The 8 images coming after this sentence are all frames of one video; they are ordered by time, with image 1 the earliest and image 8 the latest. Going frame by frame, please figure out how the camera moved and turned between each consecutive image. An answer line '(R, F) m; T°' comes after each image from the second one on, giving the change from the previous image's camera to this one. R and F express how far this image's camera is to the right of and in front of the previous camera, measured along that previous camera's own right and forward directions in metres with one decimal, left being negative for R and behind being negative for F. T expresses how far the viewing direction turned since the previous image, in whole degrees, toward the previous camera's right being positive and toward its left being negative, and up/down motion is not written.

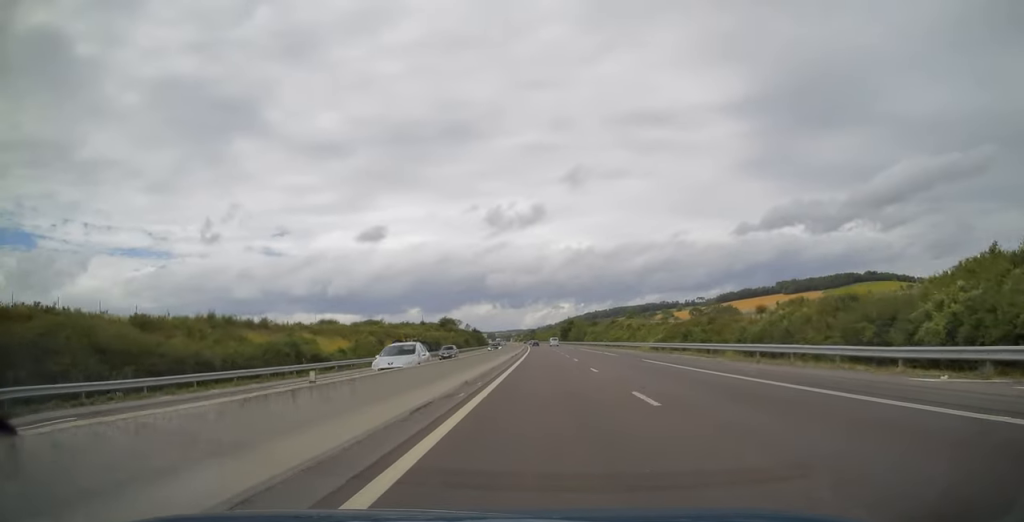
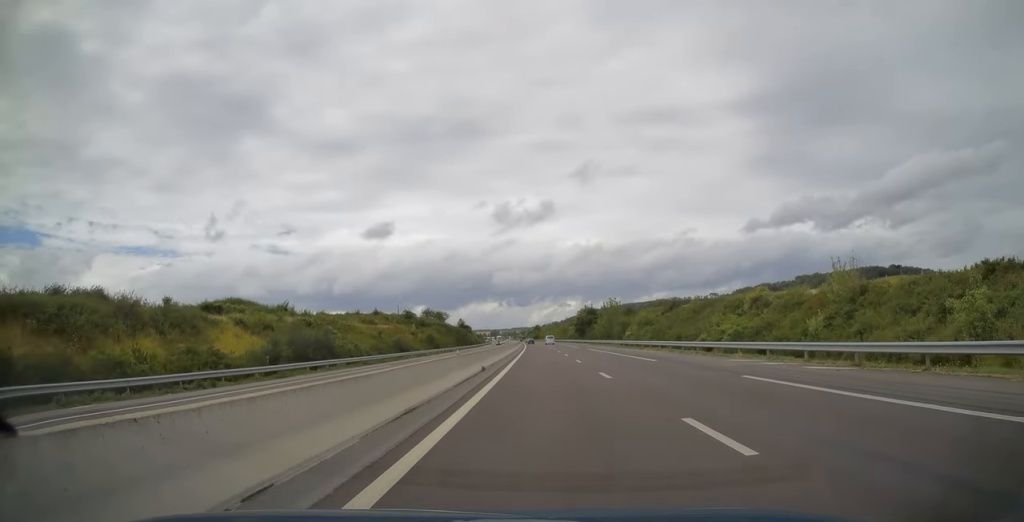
(-0.5, +69.1) m; -1°
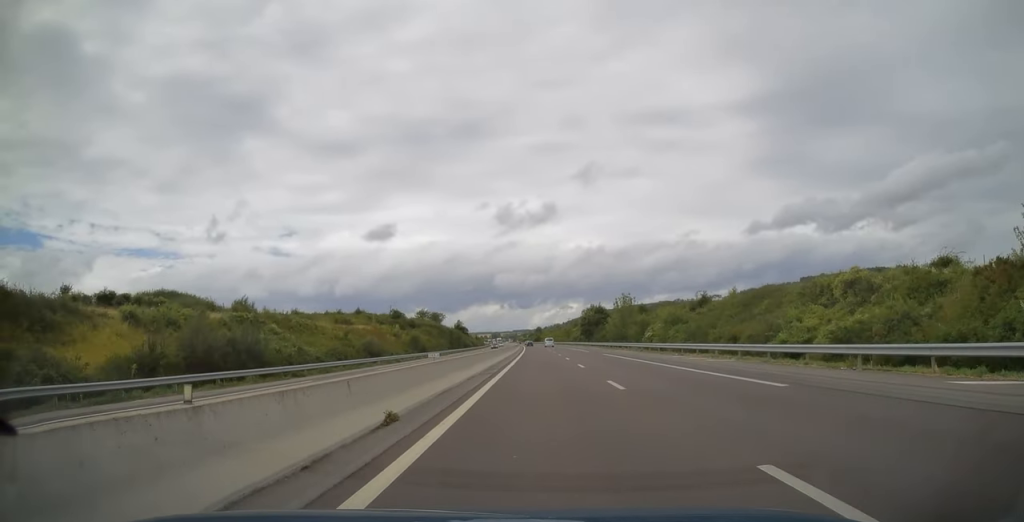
(0.0, +16.3) m; 0°
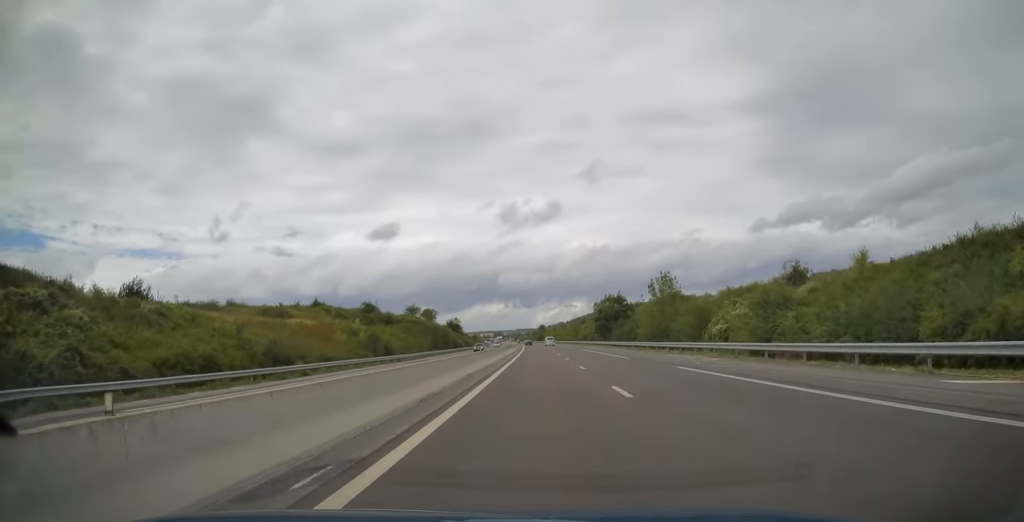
(0.0, +28.0) m; 0°
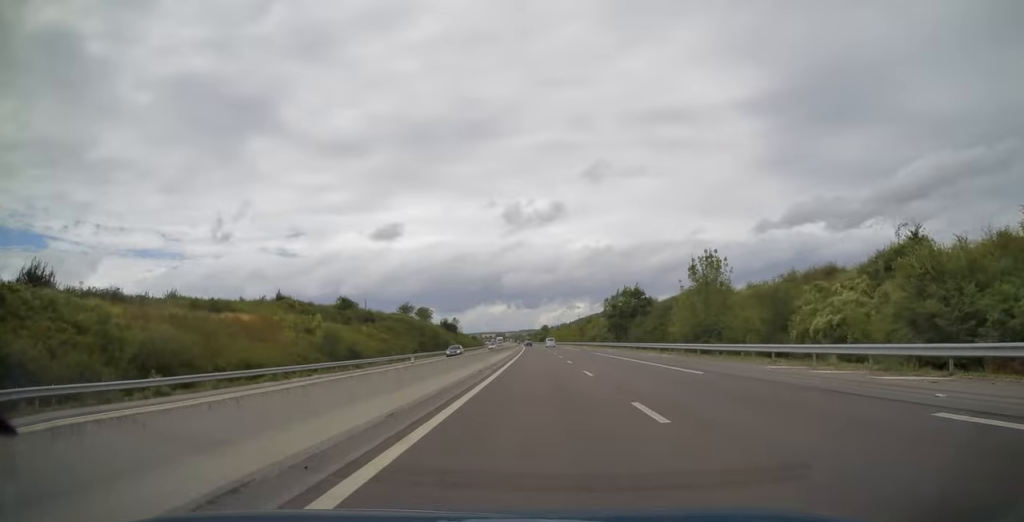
(0.0, +17.0) m; 0°
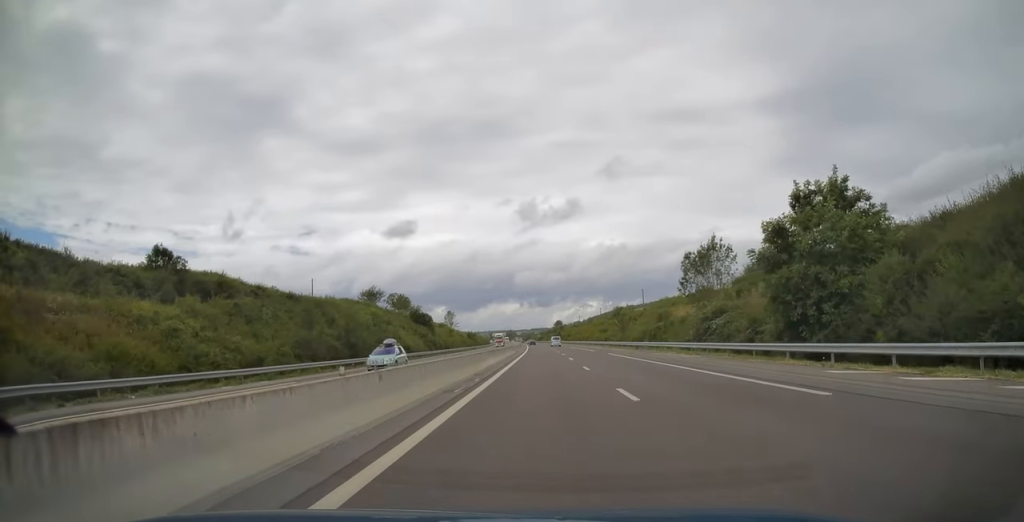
(-0.5, +60.6) m; -1°
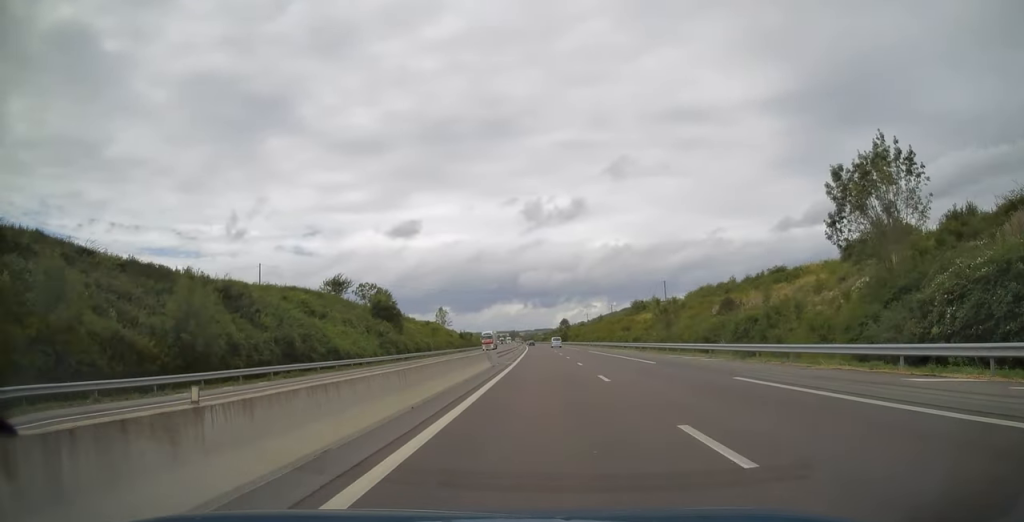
(-0.1, +32.1) m; -1°
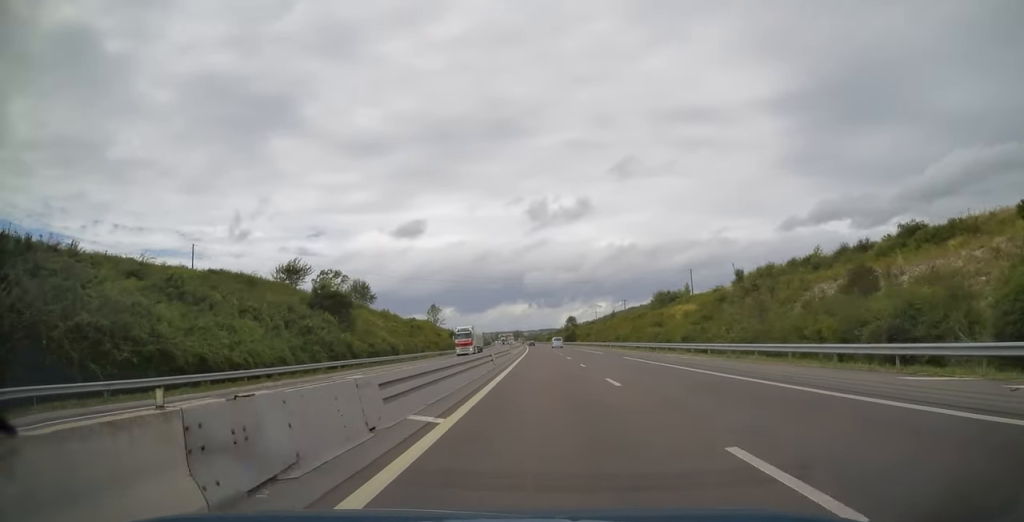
(-0.2, +27.6) m; 0°
